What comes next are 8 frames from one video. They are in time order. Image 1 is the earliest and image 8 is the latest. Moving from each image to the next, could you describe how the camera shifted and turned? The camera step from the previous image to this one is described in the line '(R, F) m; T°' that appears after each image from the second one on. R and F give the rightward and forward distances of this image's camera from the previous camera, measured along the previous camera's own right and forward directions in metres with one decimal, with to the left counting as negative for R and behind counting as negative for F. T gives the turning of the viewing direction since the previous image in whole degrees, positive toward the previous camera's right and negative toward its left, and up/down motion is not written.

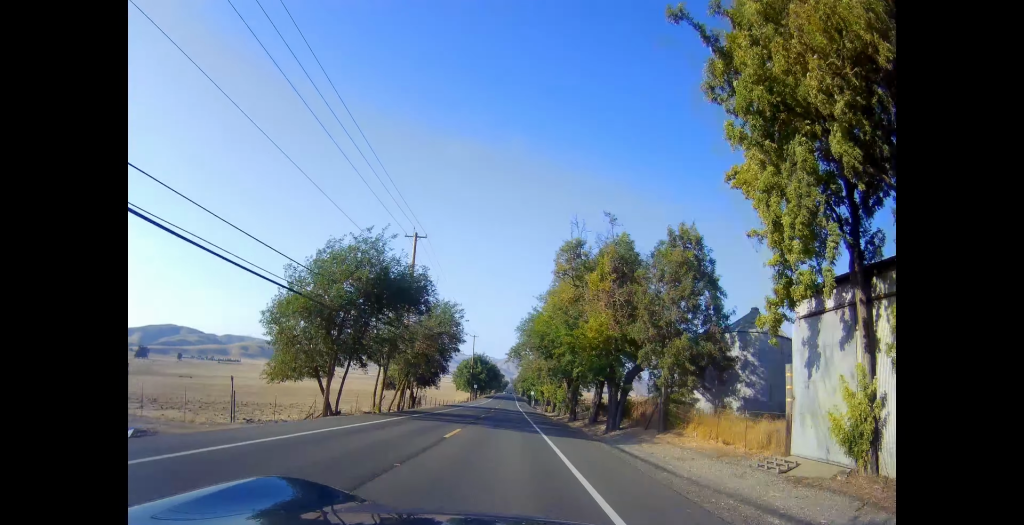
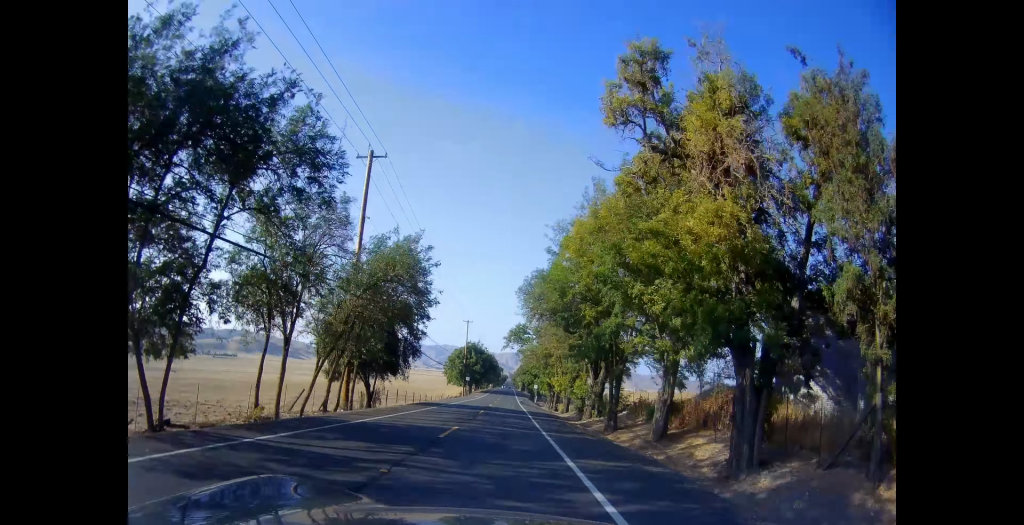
(0.0, +16.3) m; 0°
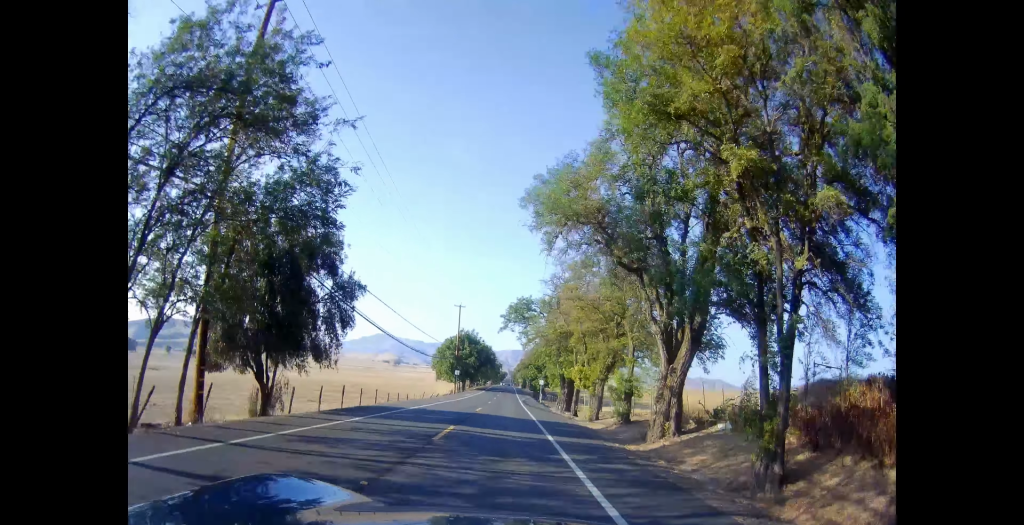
(0.0, +16.3) m; 0°
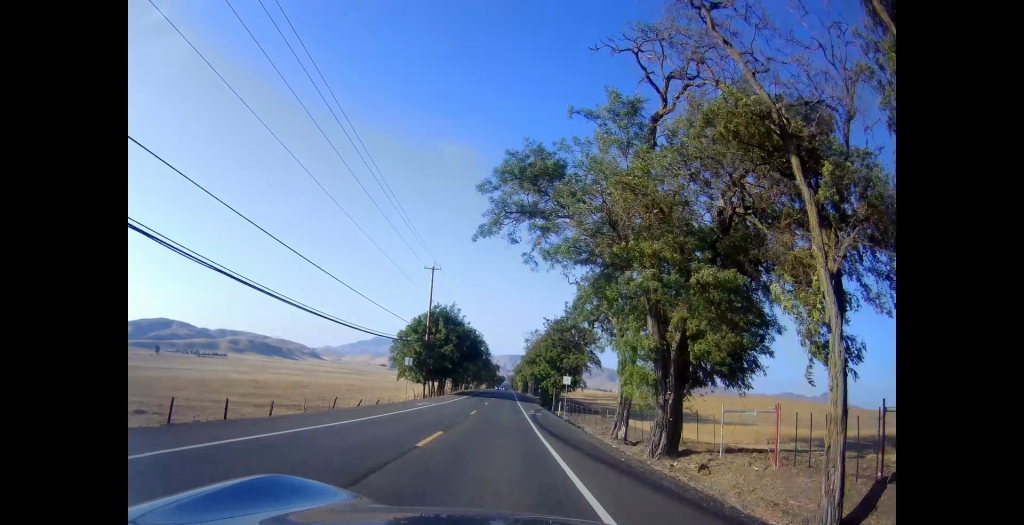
(0.0, +31.6) m; +1°
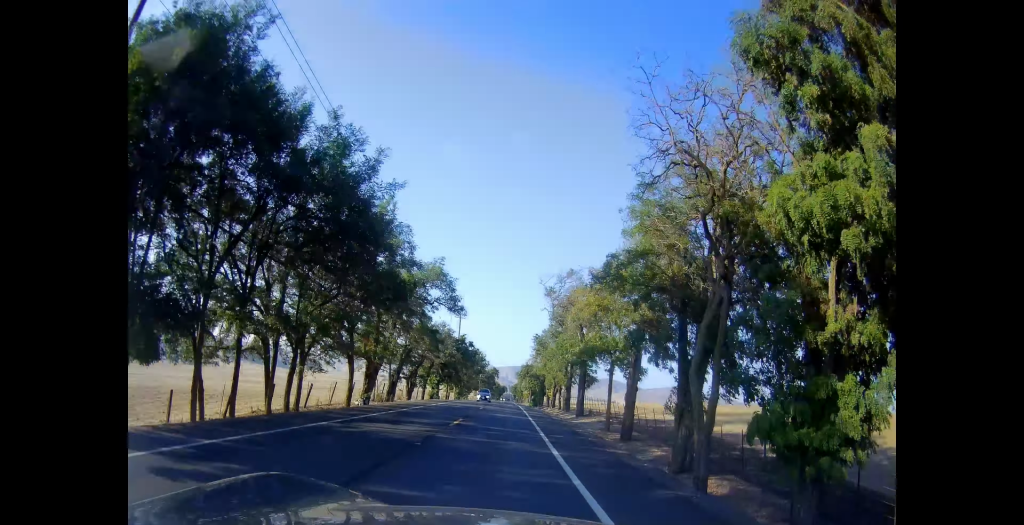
(+1.2, +55.8) m; 0°
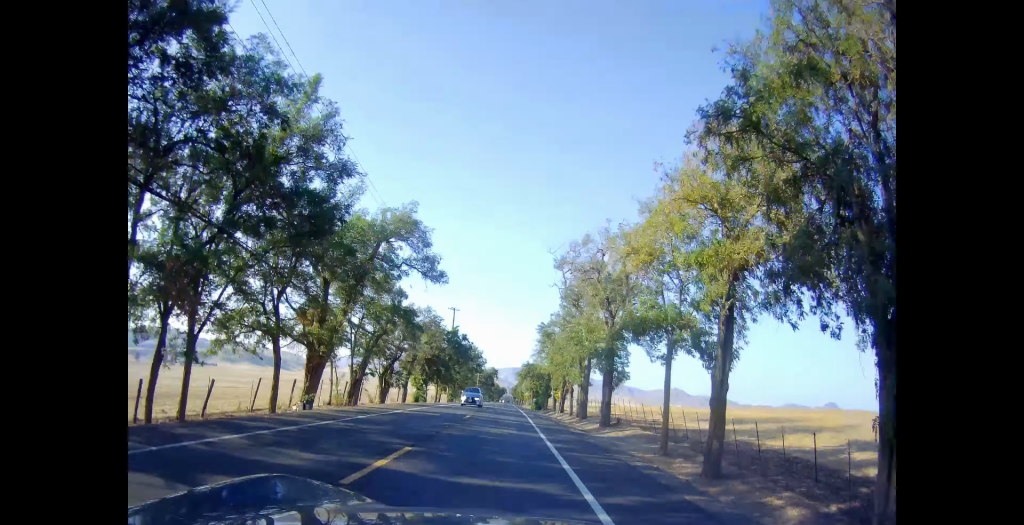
(-0.2, +10.4) m; -1°
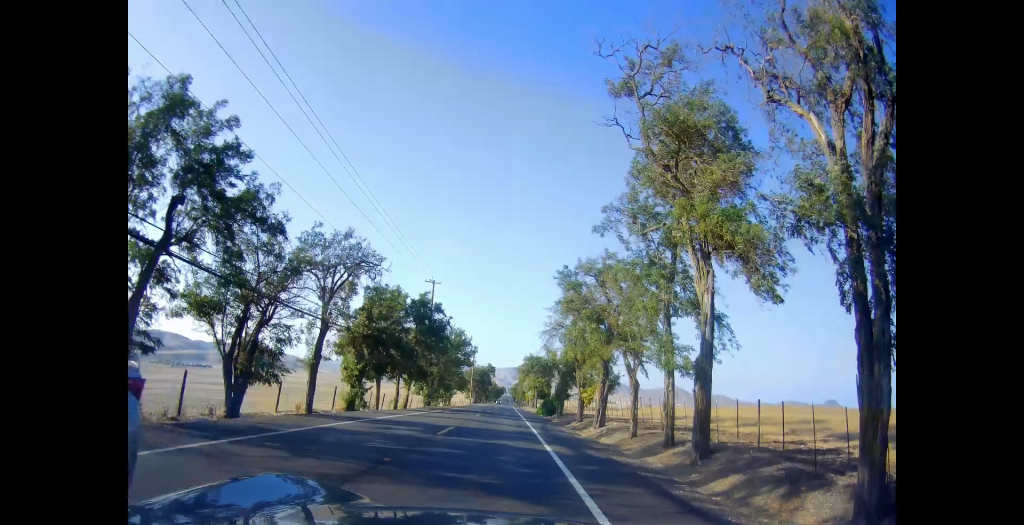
(0.0, +22.6) m; 0°
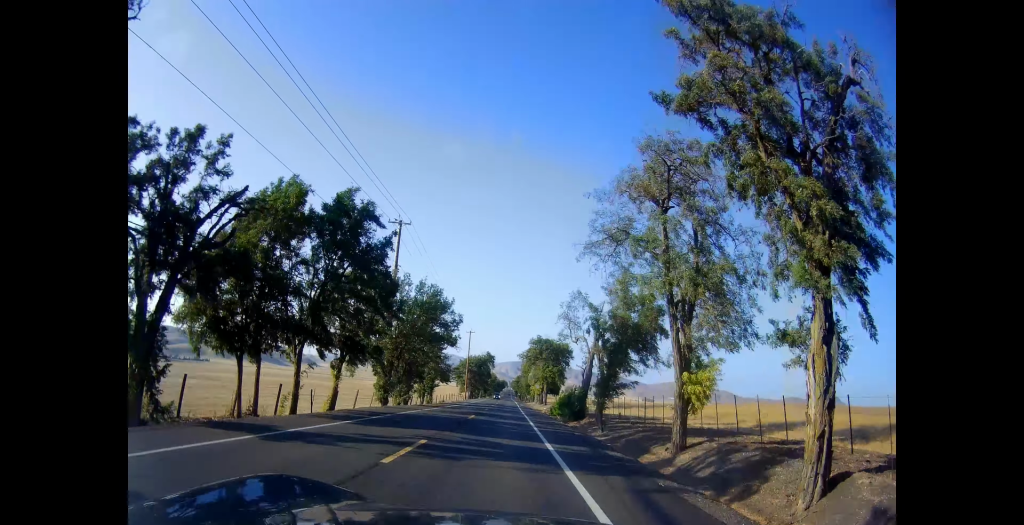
(0.0, +21.4) m; 0°
